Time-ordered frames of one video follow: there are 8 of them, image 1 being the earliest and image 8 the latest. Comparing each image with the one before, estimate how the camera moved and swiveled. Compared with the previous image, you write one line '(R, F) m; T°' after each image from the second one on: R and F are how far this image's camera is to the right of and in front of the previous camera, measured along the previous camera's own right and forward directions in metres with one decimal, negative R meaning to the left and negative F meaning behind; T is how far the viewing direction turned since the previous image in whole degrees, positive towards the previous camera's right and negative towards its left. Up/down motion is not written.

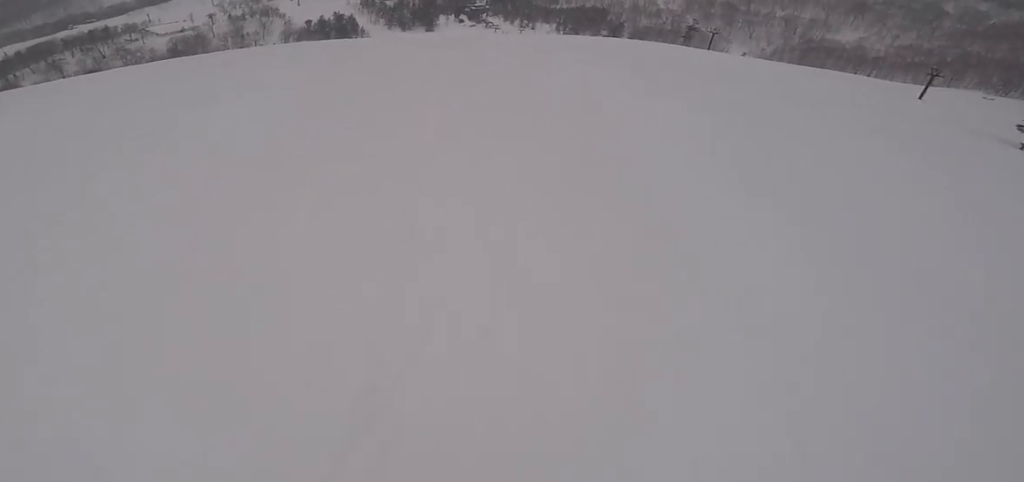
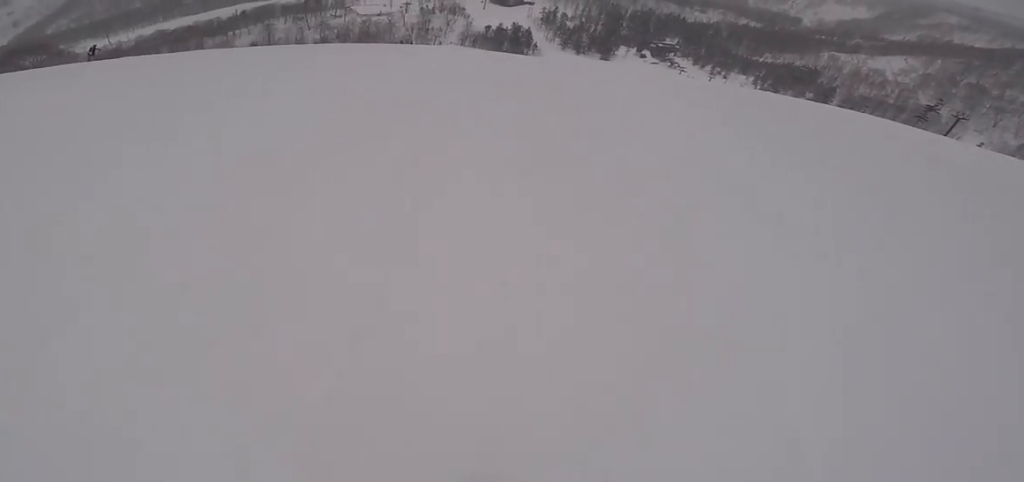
(-1.7, +9.5) m; -21°
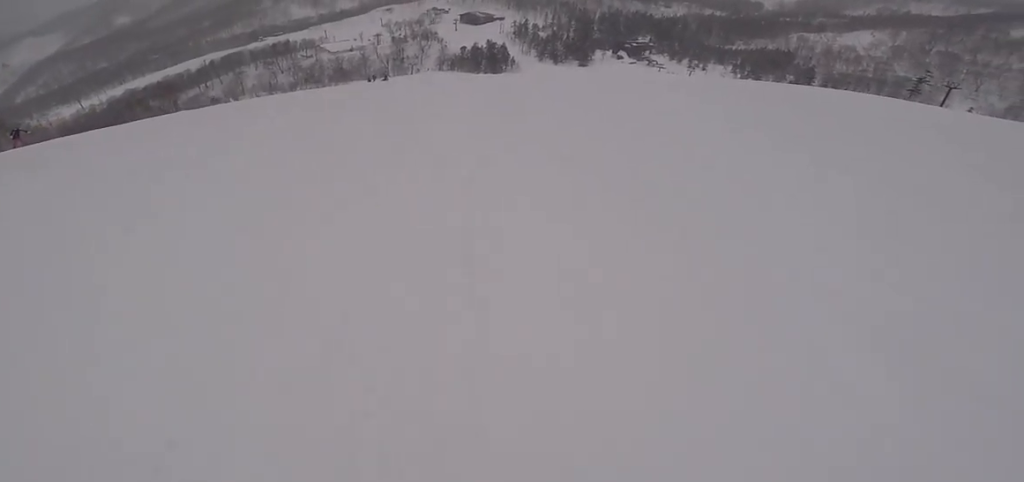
(-0.8, +4.3) m; +5°
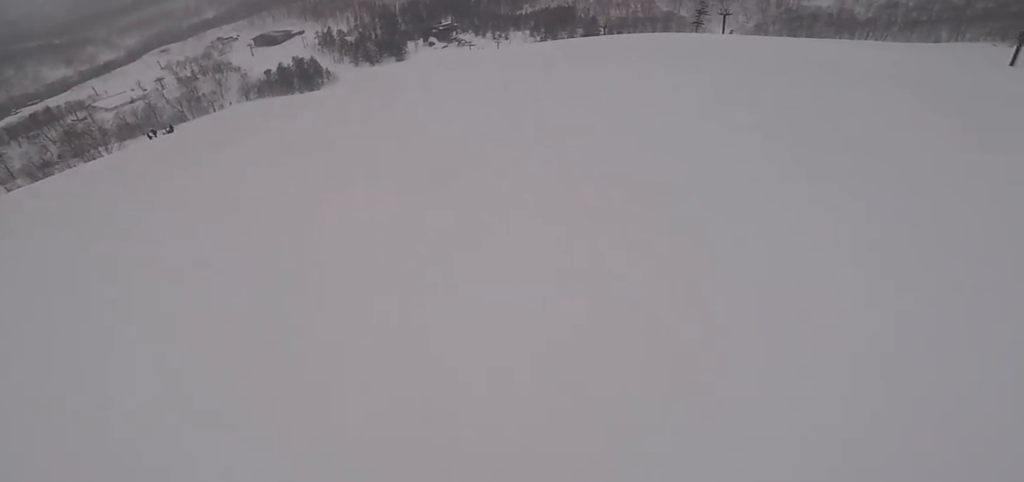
(+1.5, +8.9) m; +20°
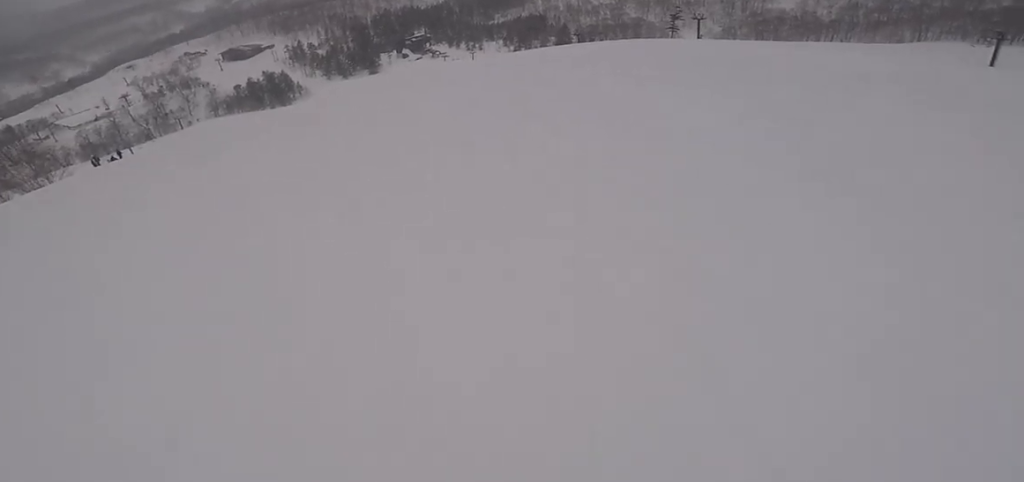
(+0.5, +4.9) m; +3°
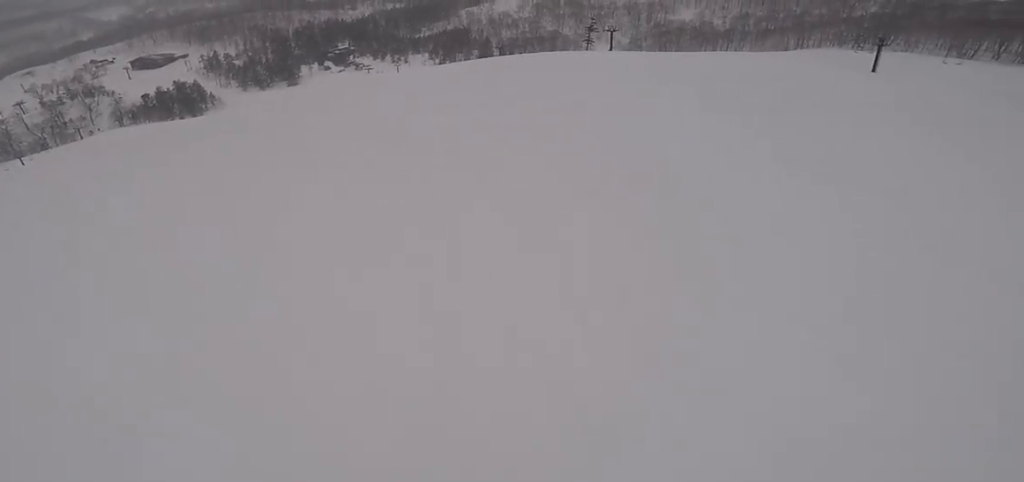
(+0.3, +4.1) m; -6°
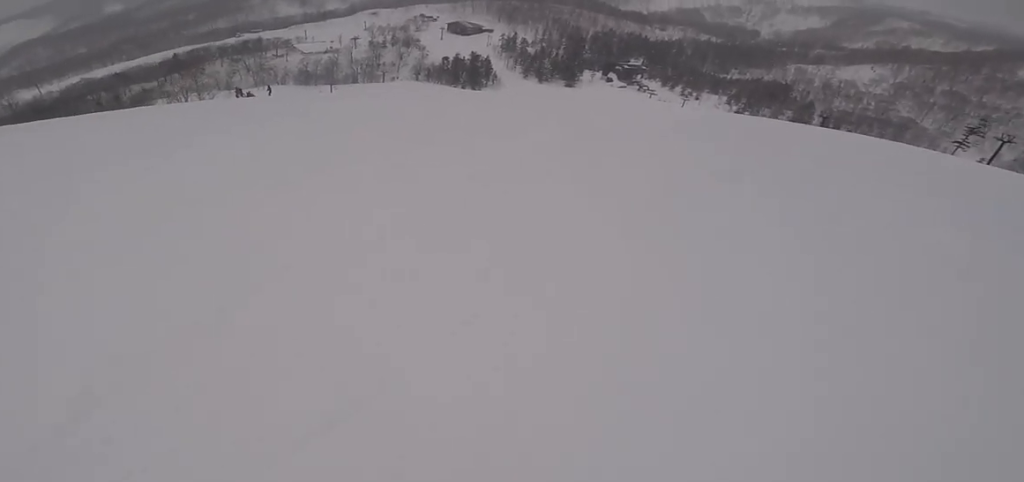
(-1.0, +6.5) m; -15°
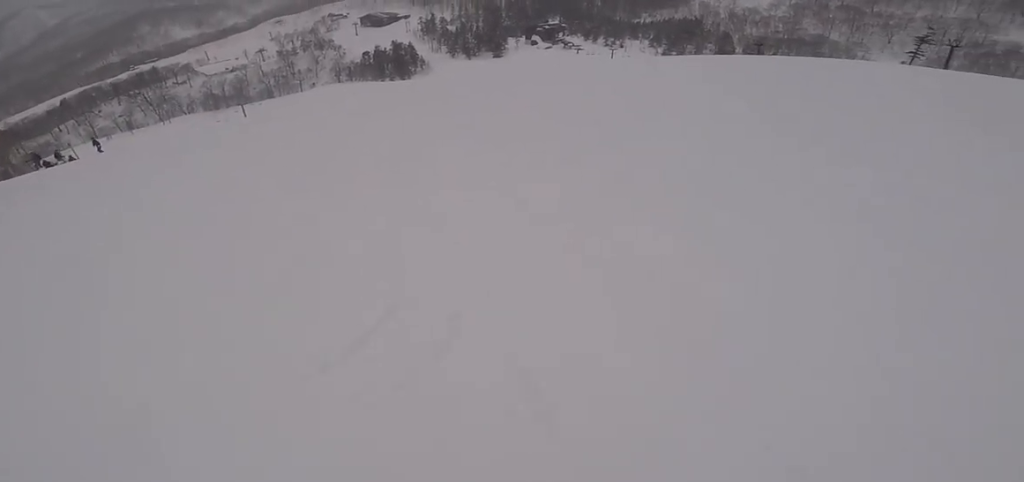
(-2.2, +14.6) m; -4°
